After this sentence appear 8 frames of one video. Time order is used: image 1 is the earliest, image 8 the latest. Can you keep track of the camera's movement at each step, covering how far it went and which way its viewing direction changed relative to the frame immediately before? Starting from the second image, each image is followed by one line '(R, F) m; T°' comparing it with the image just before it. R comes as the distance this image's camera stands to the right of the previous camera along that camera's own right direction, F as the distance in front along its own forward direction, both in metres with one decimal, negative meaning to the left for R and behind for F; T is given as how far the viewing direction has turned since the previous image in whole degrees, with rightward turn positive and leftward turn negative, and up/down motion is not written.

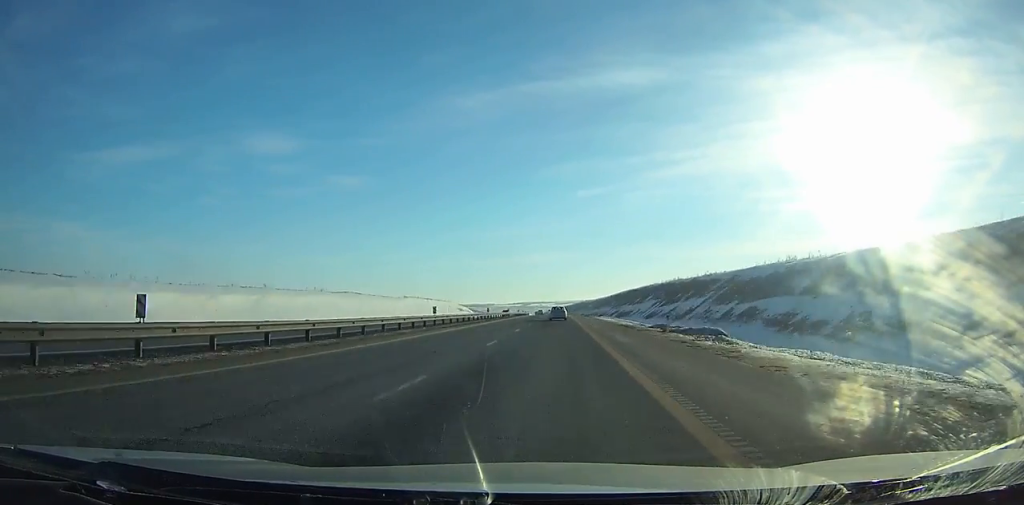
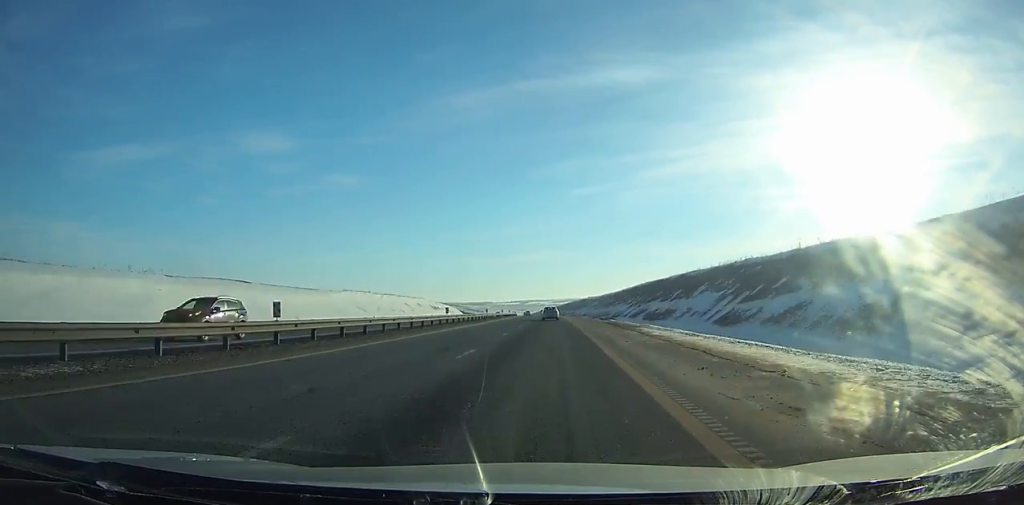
(0.0, +54.4) m; 0°
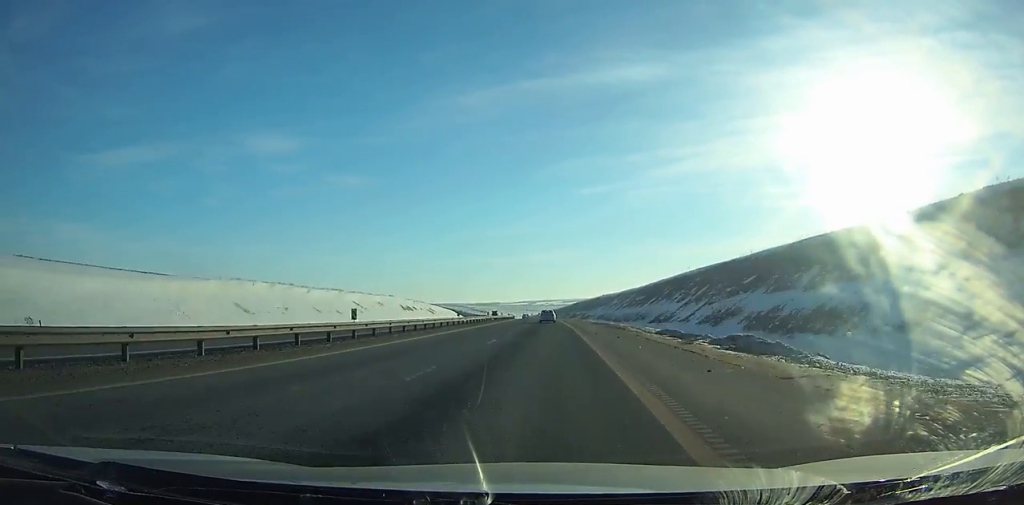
(0.0, +53.0) m; -1°
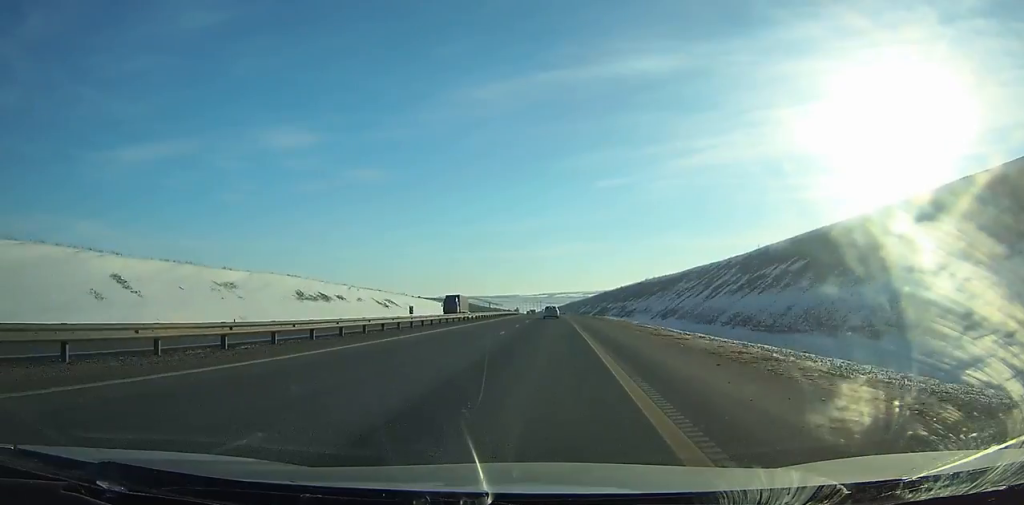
(-1.2, +80.5) m; -2°
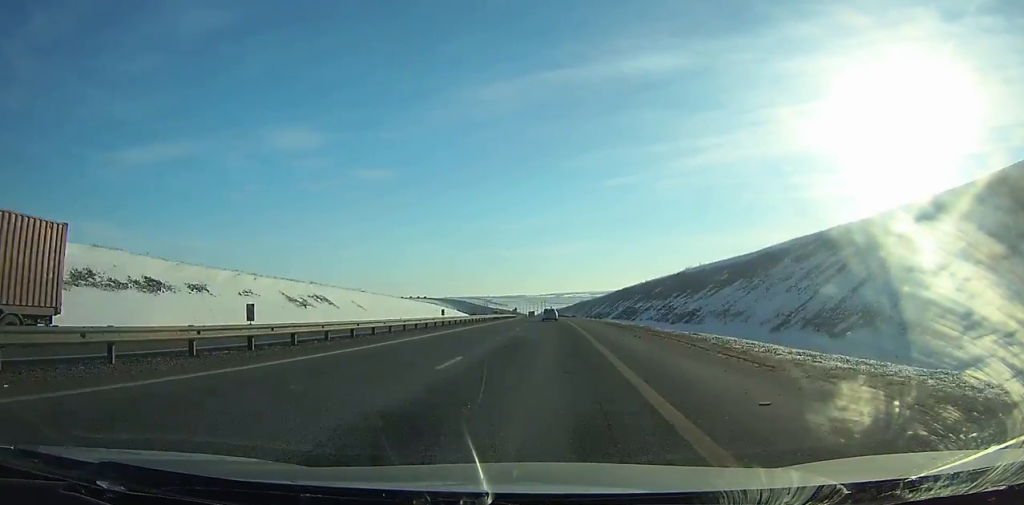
(-0.3, +50.6) m; -1°
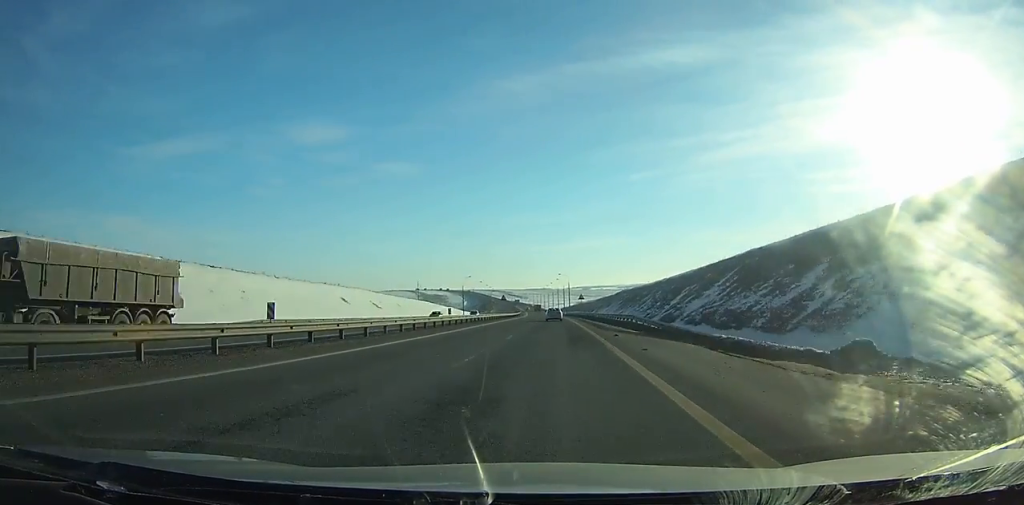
(-2.9, +120.0) m; -2°
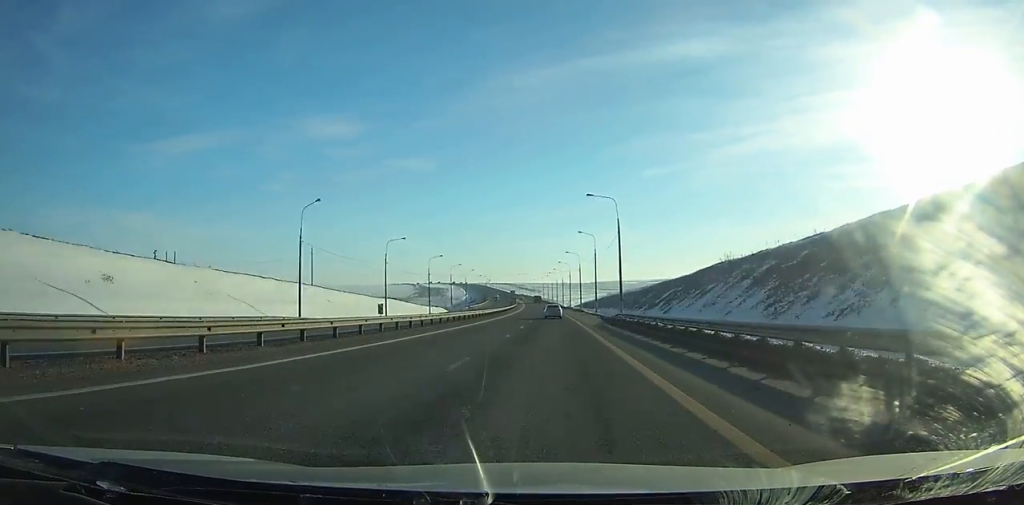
(-1.5, +108.8) m; -2°
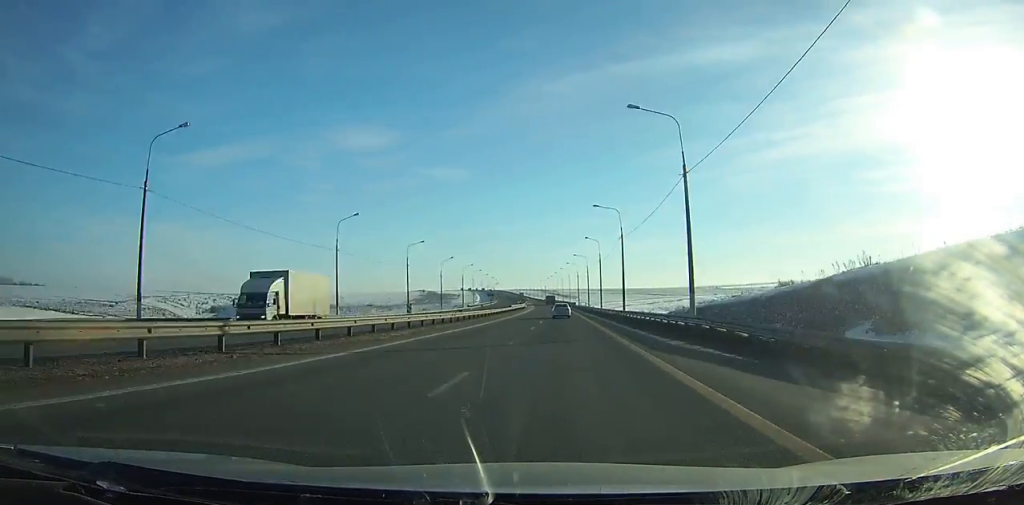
(-3.7, +147.5) m; -3°
